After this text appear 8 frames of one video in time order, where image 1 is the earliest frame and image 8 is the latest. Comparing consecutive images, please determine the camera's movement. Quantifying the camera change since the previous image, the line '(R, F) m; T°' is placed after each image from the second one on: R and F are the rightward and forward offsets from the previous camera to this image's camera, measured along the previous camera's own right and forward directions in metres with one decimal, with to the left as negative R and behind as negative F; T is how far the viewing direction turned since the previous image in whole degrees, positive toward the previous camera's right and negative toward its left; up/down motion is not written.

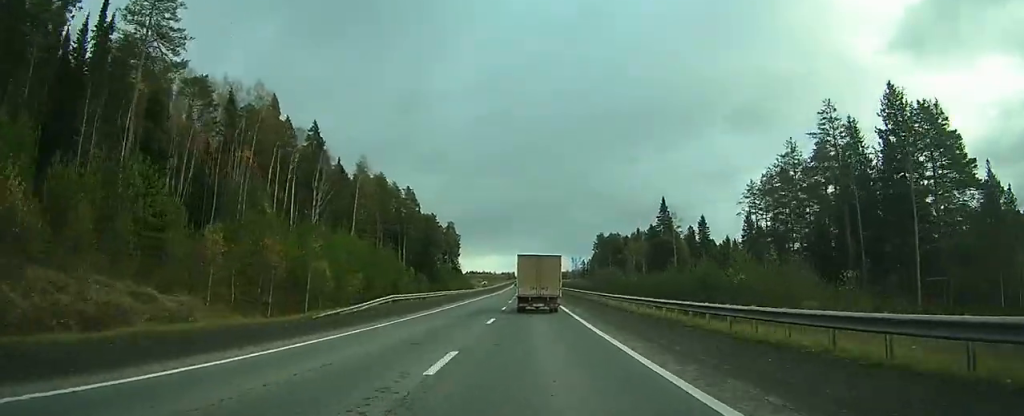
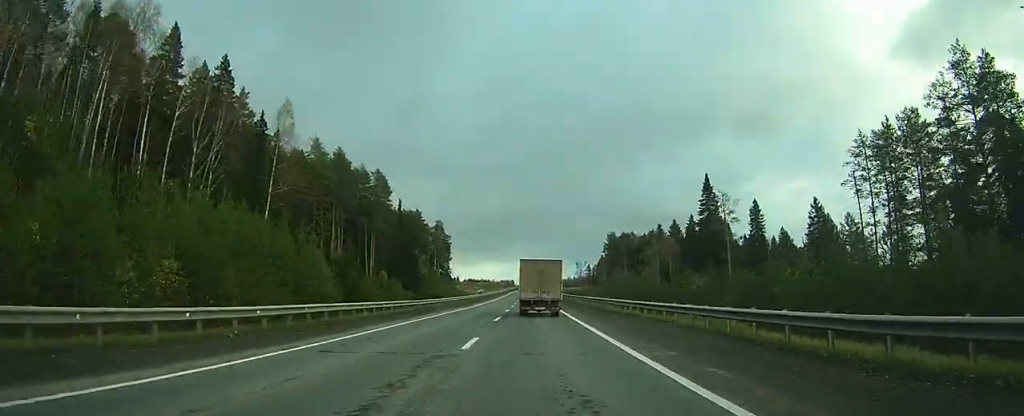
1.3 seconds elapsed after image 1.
(-0.1, +32.0) m; 0°
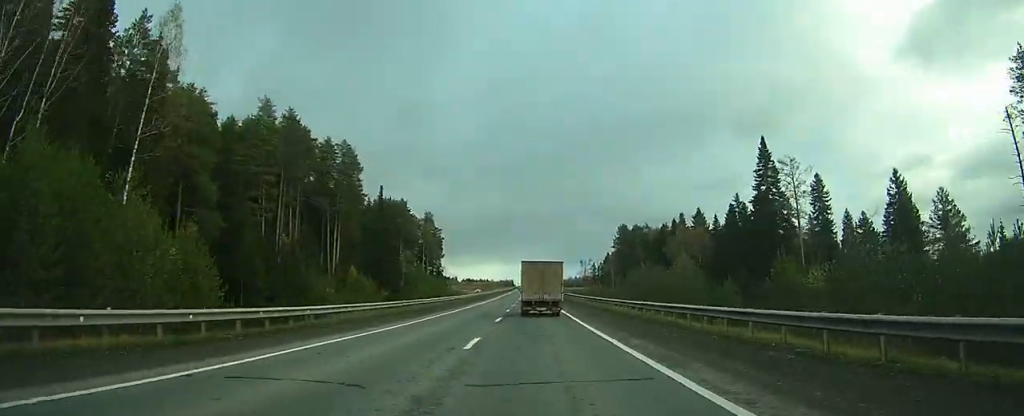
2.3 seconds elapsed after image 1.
(0.0, +23.9) m; 0°
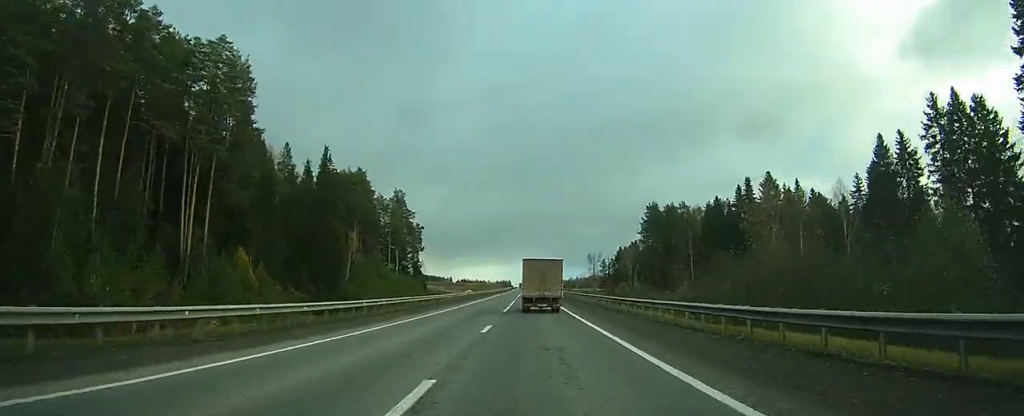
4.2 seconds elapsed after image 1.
(-0.1, +44.6) m; 0°
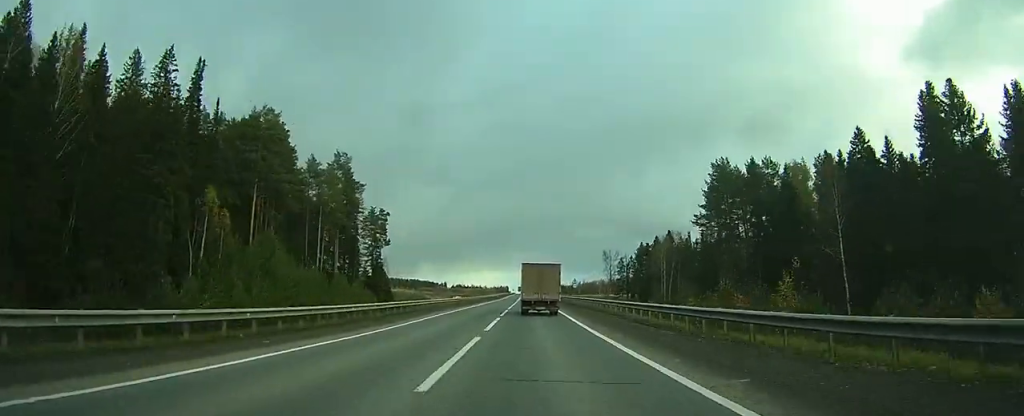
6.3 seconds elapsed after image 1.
(0.0, +49.0) m; 0°
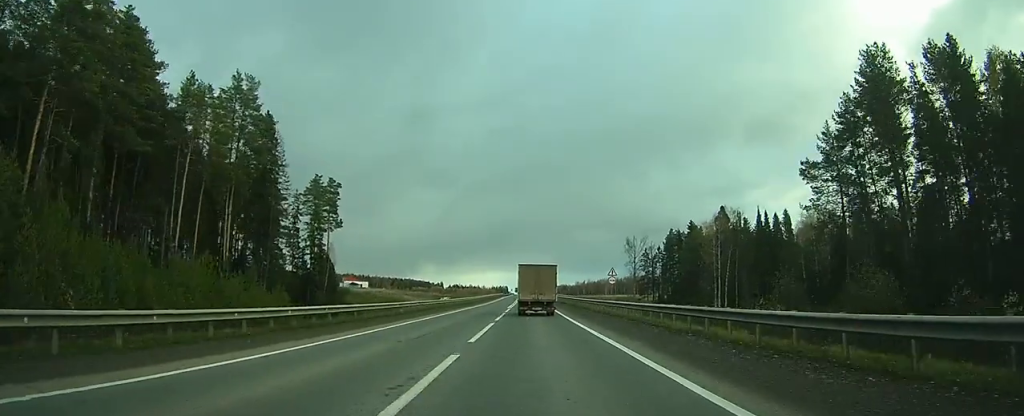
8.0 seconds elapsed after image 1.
(-0.1, +40.9) m; 0°
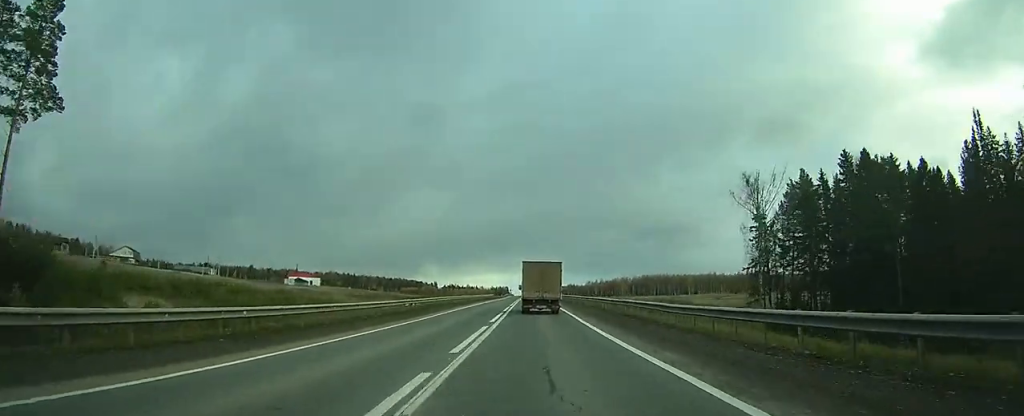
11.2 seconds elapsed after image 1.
(+0.5, +75.5) m; 0°
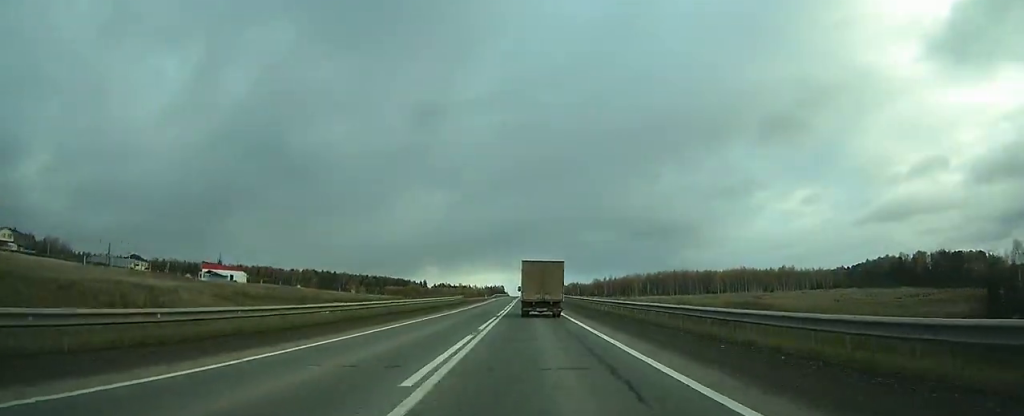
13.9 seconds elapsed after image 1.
(+0.2, +63.0) m; 0°
